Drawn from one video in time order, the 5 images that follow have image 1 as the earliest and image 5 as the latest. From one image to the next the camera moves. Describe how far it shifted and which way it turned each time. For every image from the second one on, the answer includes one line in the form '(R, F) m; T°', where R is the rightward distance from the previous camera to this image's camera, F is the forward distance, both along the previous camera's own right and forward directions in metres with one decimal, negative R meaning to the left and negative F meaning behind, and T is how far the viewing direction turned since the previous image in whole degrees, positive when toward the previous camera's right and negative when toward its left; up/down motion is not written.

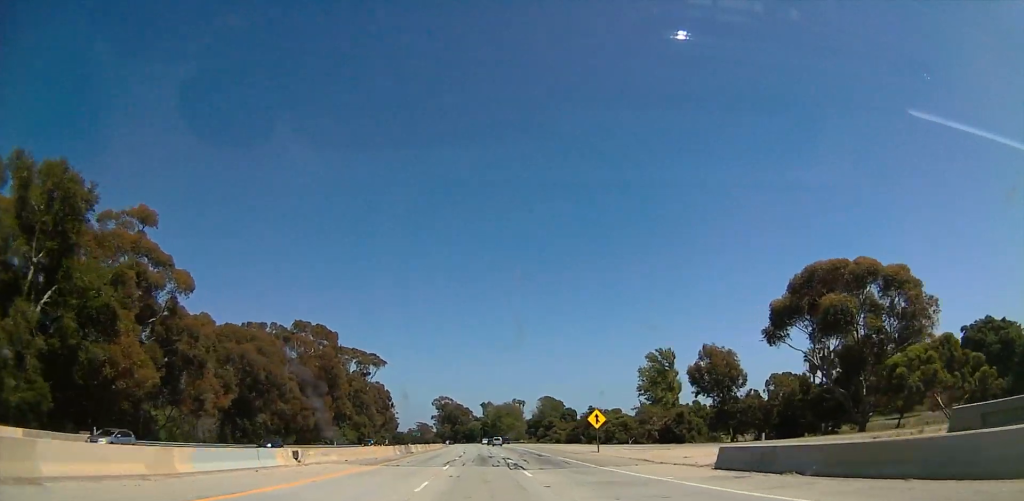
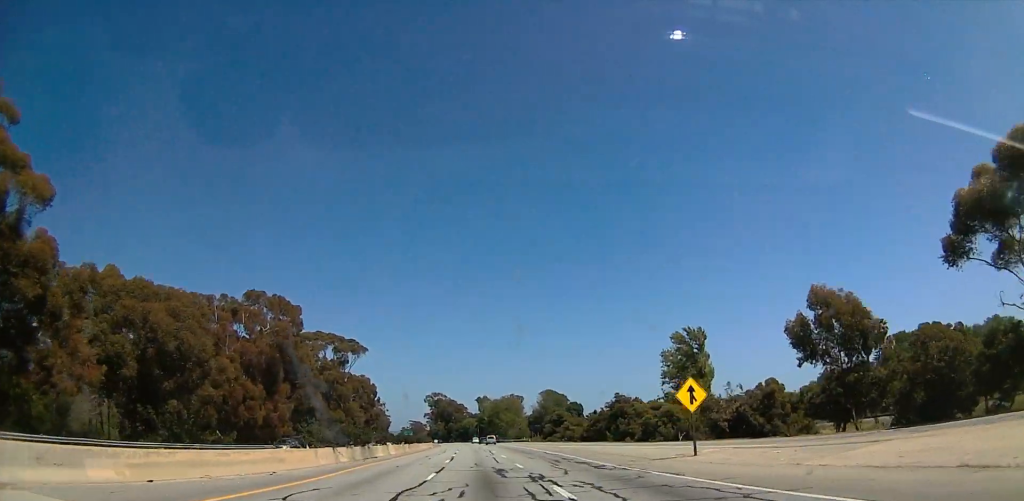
(0.0, +31.4) m; -1°
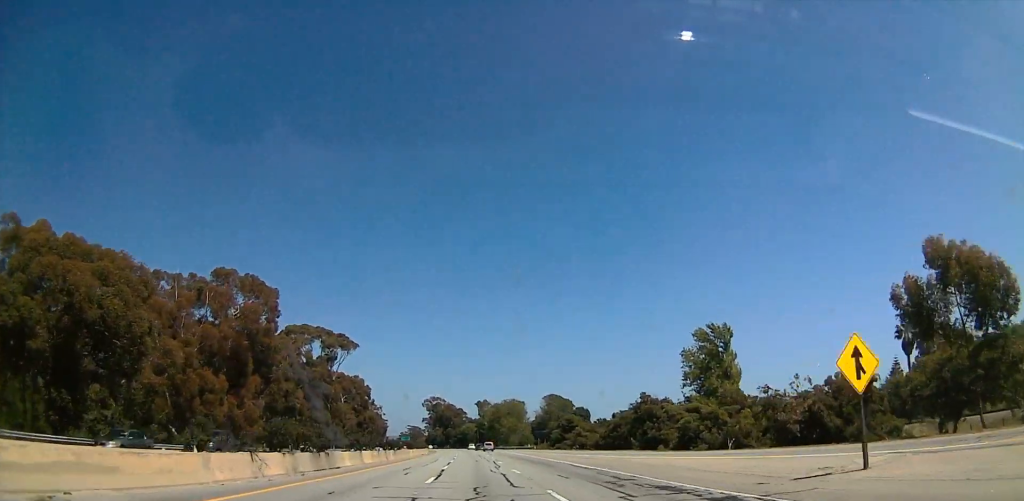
(-0.1, +16.9) m; -1°
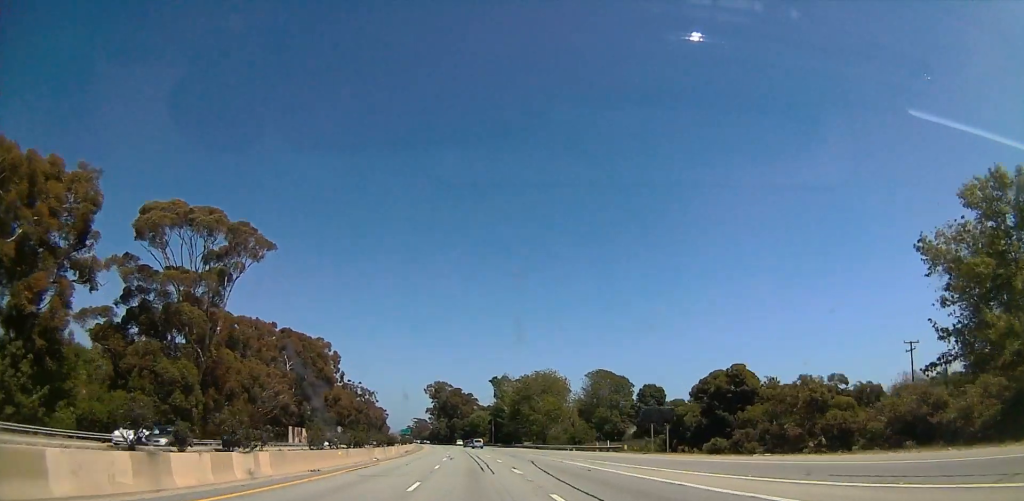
(+0.2, +71.5) m; +2°
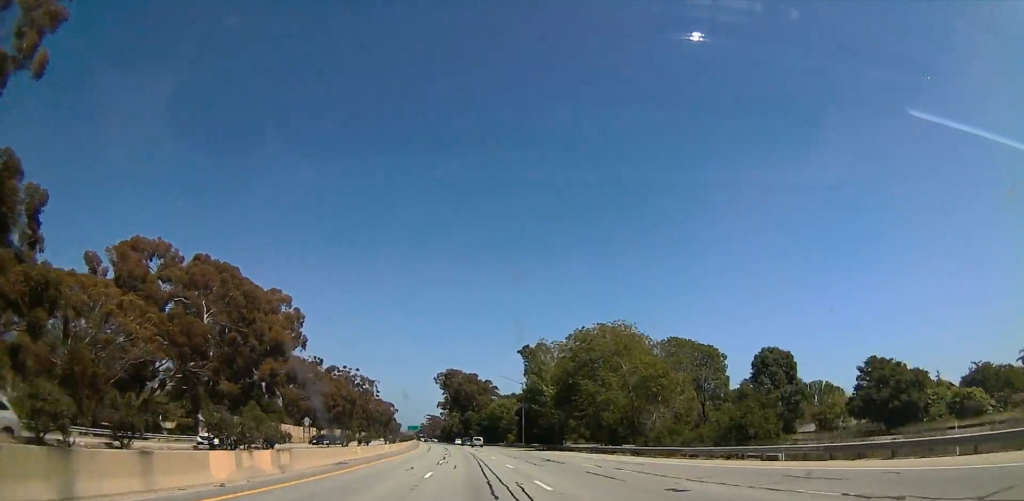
(-0.3, +42.2) m; -3°
